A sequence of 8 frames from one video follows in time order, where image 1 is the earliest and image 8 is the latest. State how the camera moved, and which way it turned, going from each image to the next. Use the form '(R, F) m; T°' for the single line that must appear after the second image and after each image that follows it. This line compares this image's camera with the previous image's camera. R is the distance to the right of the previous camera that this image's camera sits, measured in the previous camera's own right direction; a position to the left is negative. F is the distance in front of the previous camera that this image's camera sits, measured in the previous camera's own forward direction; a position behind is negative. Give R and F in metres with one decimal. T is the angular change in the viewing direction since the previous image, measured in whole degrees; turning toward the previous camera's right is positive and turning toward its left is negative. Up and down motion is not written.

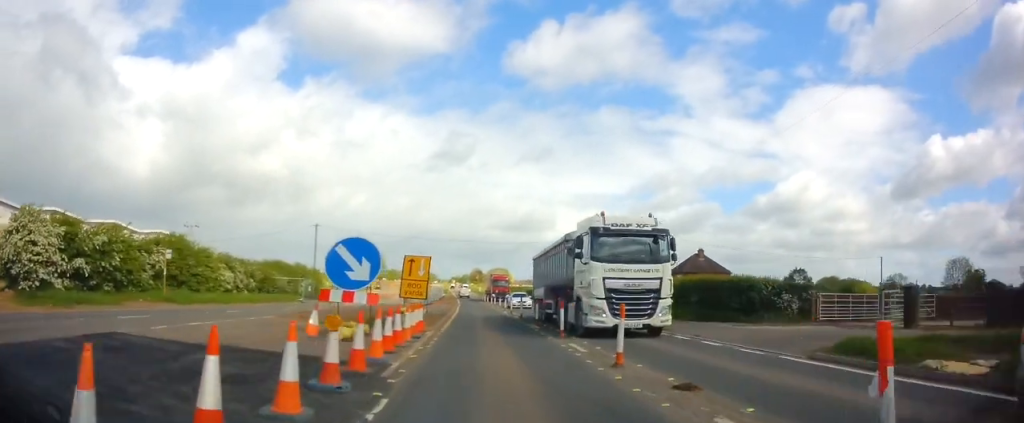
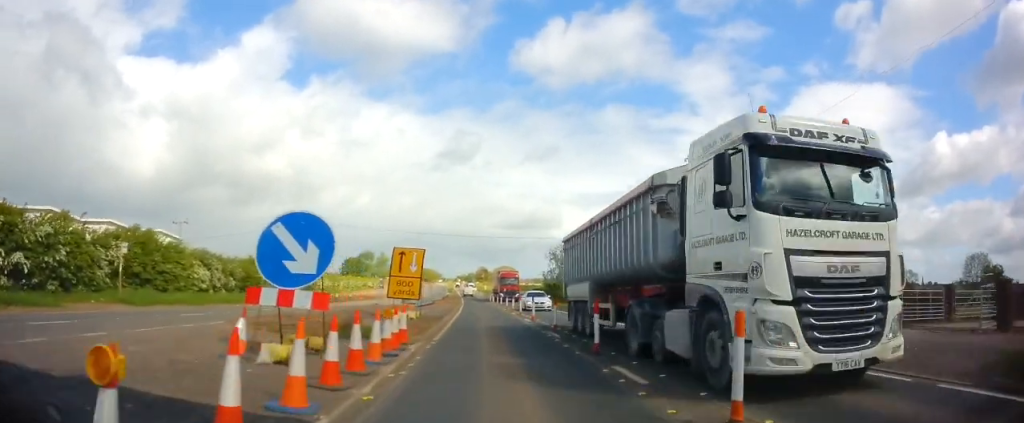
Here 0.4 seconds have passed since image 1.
(0.0, +4.6) m; 0°
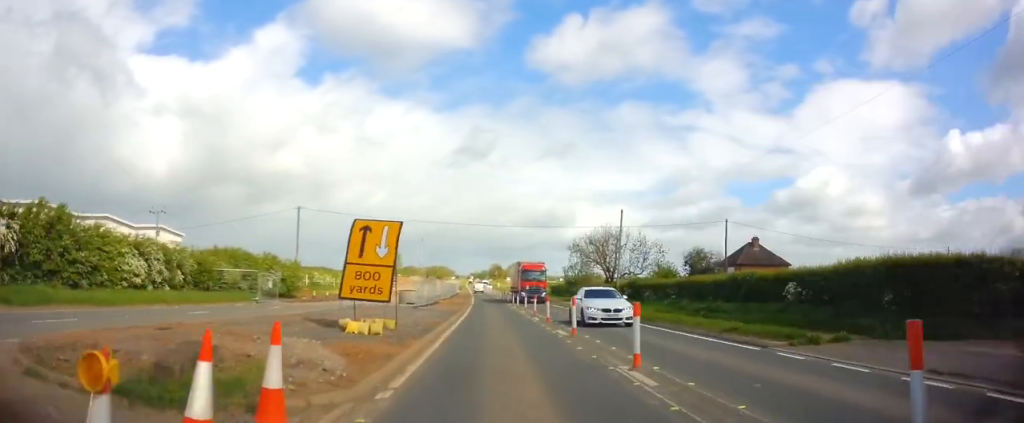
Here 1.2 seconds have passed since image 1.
(0.0, +8.9) m; -1°
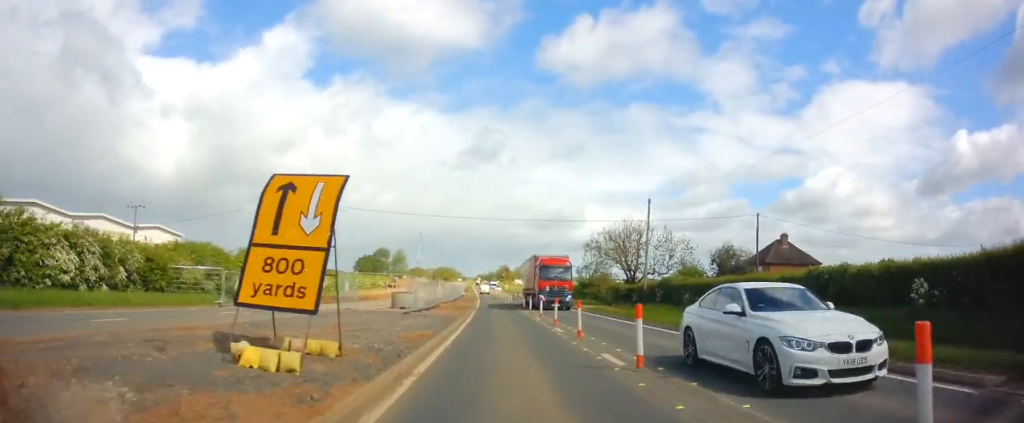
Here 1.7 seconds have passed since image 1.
(-0.2, +6.4) m; -1°
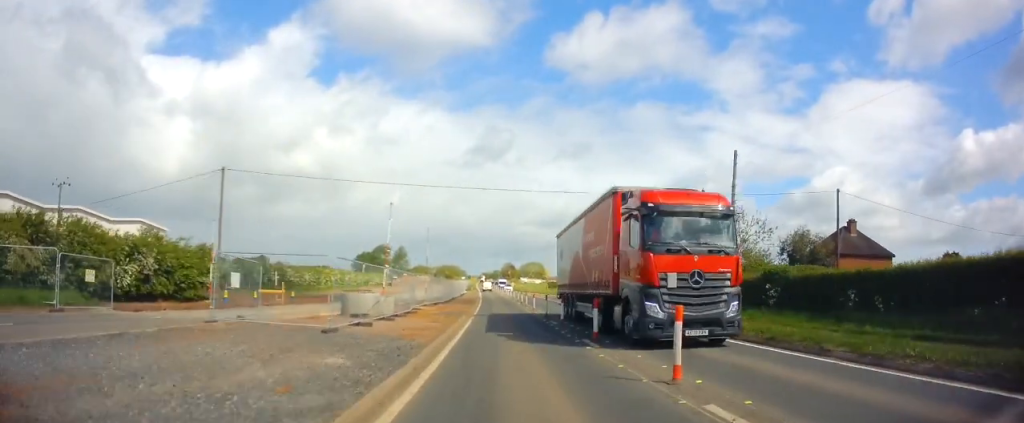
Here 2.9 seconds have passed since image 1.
(-0.3, +14.3) m; -1°
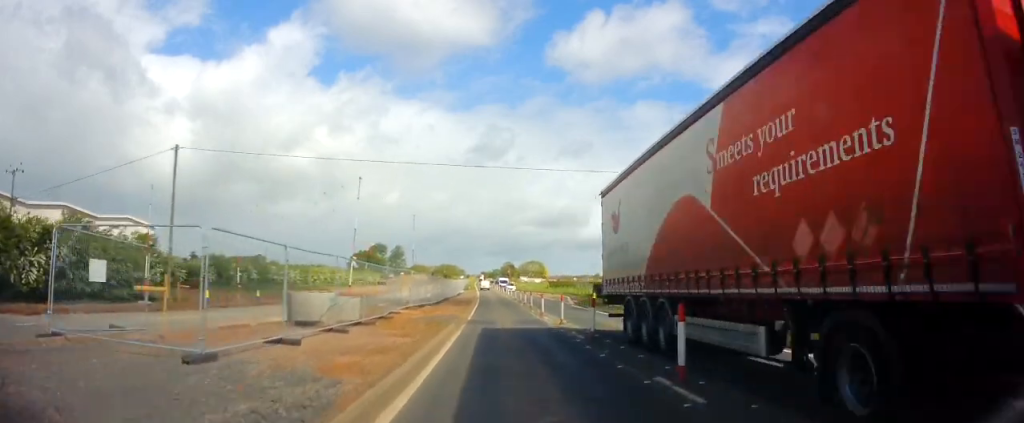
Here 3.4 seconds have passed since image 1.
(0.0, +6.6) m; 0°
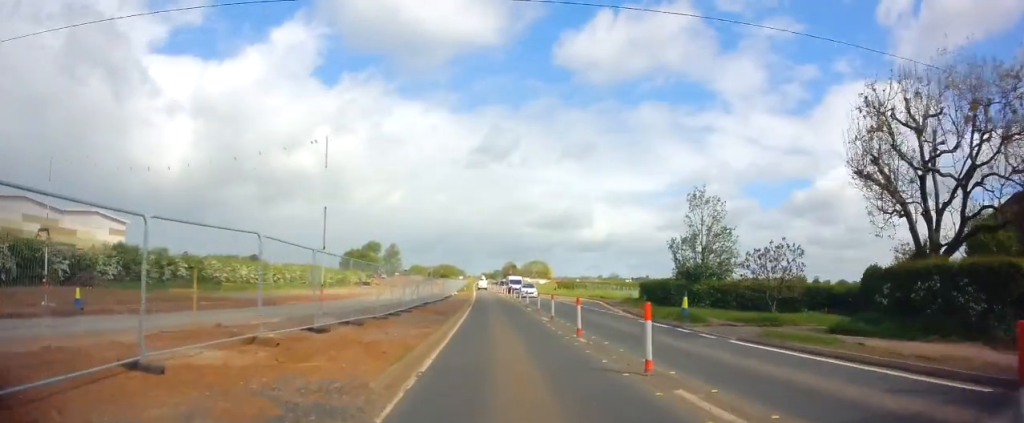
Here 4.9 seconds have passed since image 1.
(0.0, +18.4) m; 0°
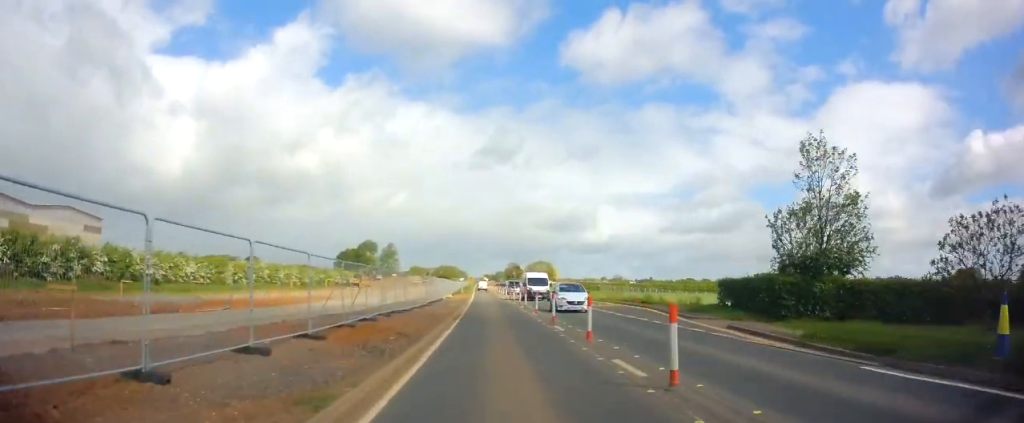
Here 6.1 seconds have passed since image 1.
(+0.1, +14.2) m; 0°
